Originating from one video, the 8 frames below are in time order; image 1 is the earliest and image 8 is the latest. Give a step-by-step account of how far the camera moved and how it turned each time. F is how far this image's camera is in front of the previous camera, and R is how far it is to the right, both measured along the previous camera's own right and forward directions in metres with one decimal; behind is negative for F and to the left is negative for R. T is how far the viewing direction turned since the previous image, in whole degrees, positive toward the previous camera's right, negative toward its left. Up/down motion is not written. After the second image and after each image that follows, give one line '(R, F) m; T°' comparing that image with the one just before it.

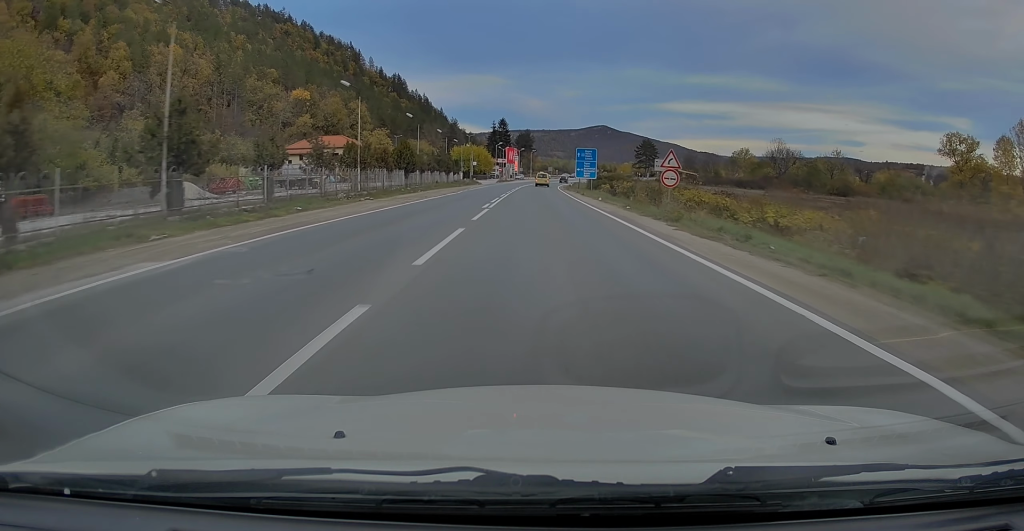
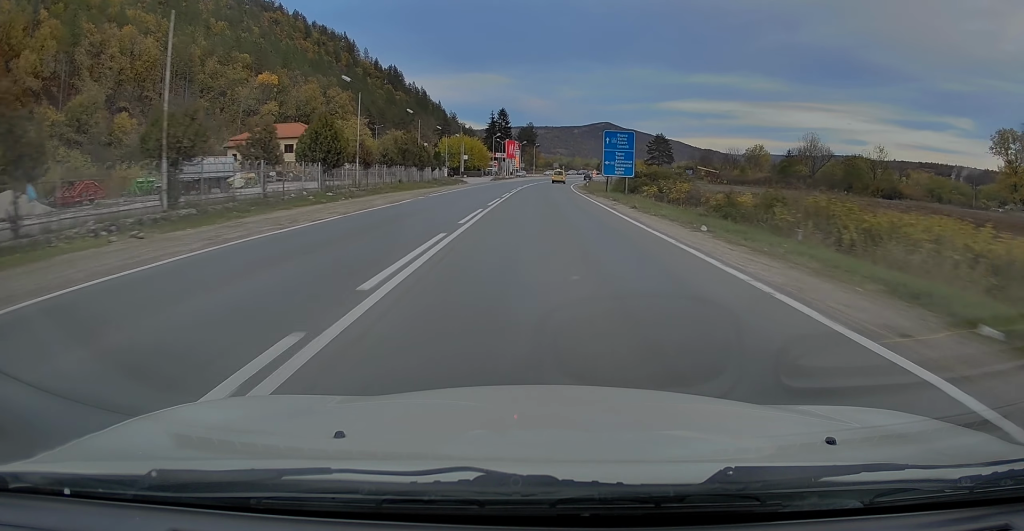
(+0.3, +23.7) m; +1°
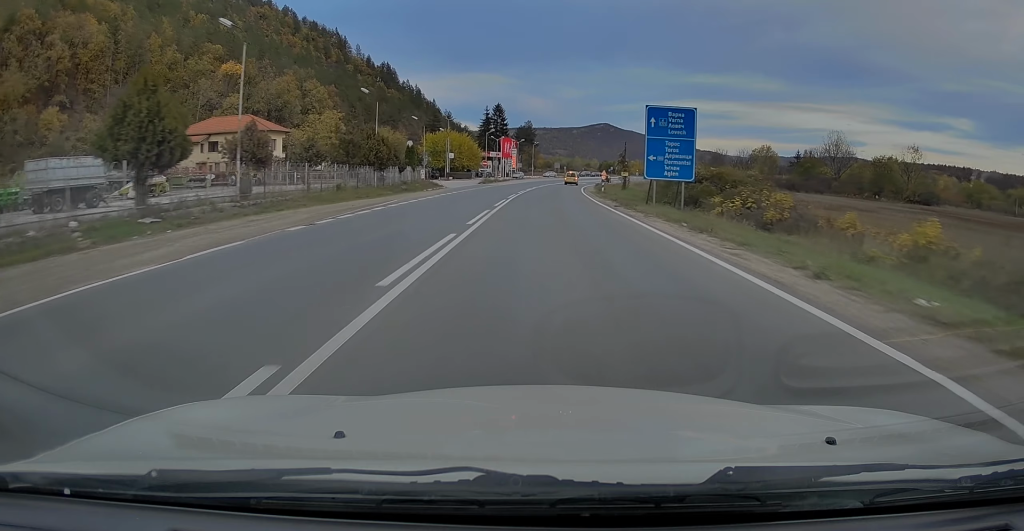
(0.0, +17.5) m; -1°
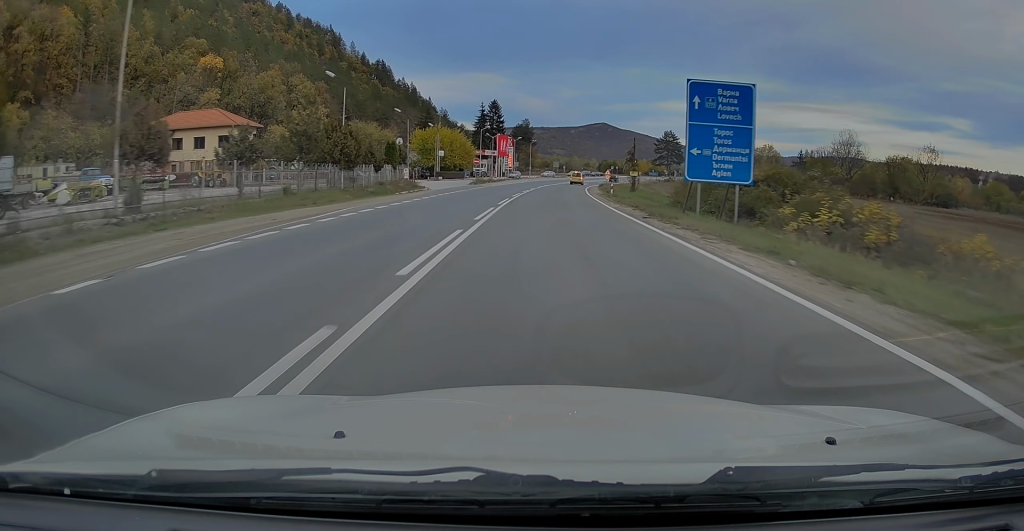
(-0.1, +8.0) m; 0°
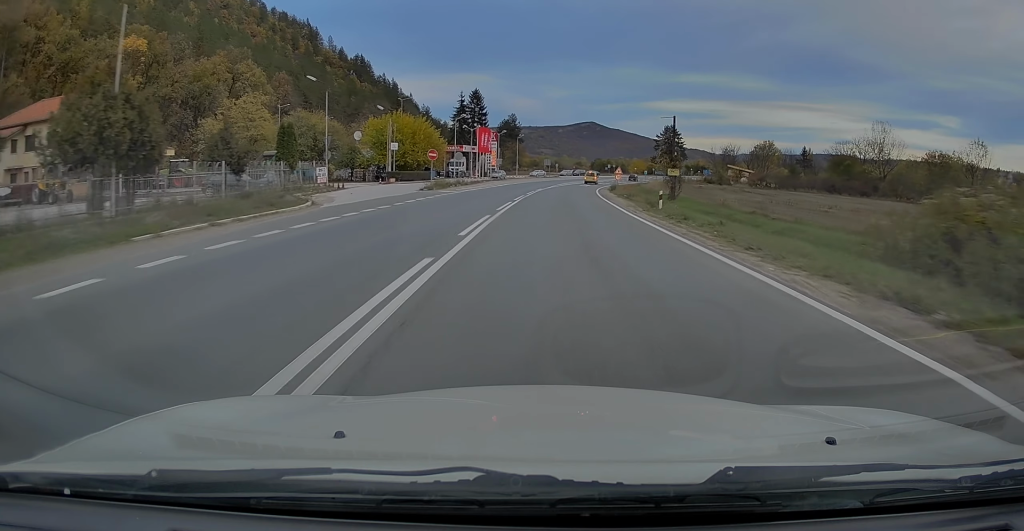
(+0.4, +22.5) m; +2°
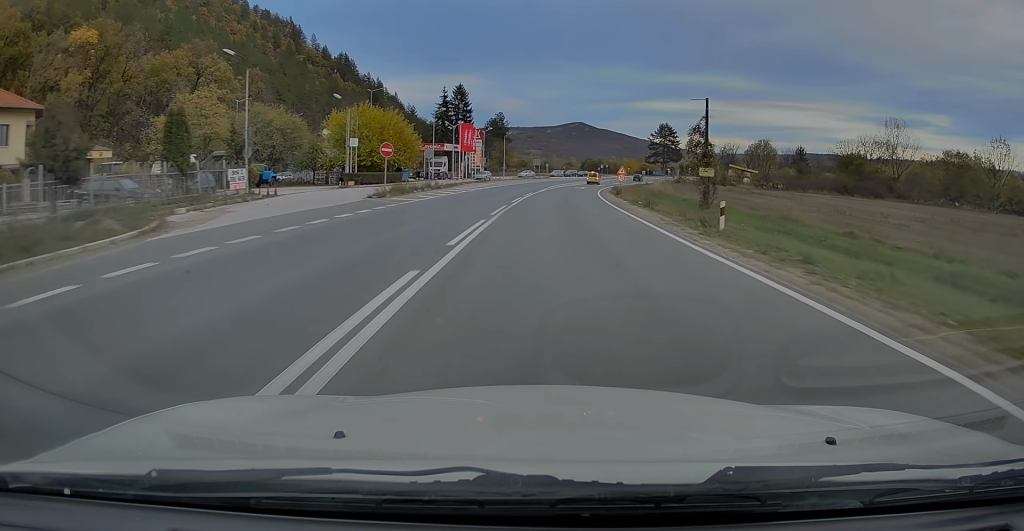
(+0.1, +10.5) m; +1°
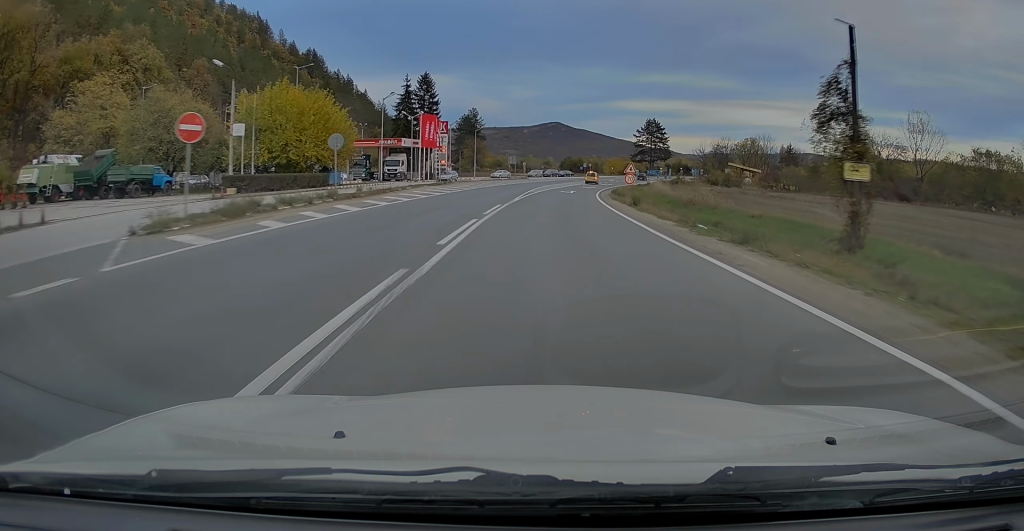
(0.0, +17.1) m; +2°
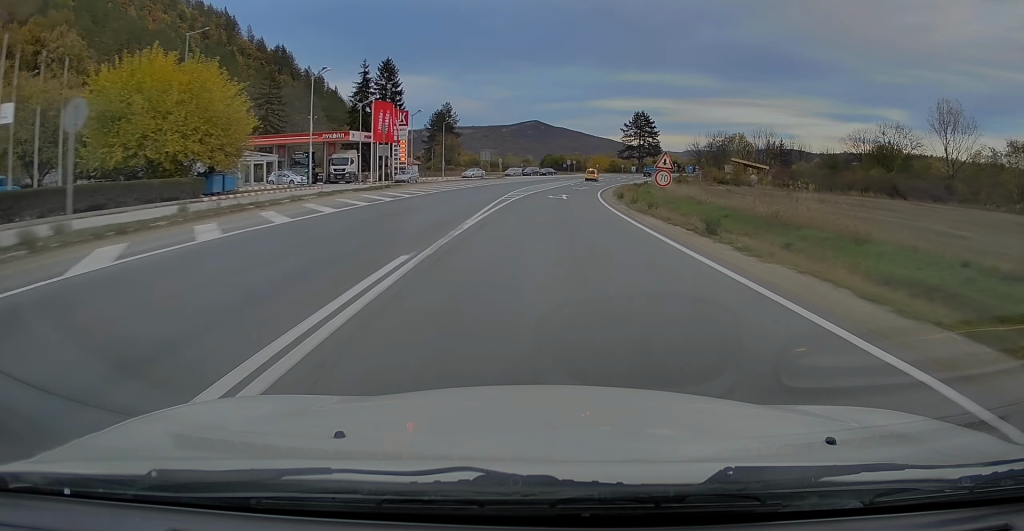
(+0.5, +16.1) m; +2°
